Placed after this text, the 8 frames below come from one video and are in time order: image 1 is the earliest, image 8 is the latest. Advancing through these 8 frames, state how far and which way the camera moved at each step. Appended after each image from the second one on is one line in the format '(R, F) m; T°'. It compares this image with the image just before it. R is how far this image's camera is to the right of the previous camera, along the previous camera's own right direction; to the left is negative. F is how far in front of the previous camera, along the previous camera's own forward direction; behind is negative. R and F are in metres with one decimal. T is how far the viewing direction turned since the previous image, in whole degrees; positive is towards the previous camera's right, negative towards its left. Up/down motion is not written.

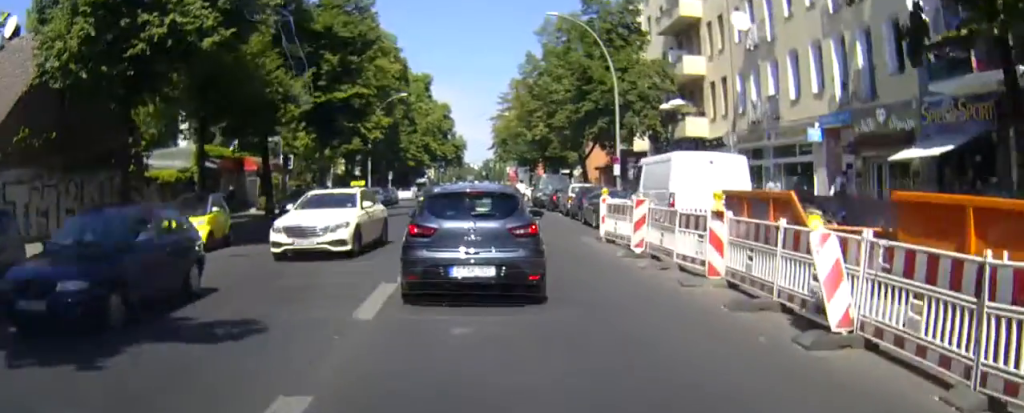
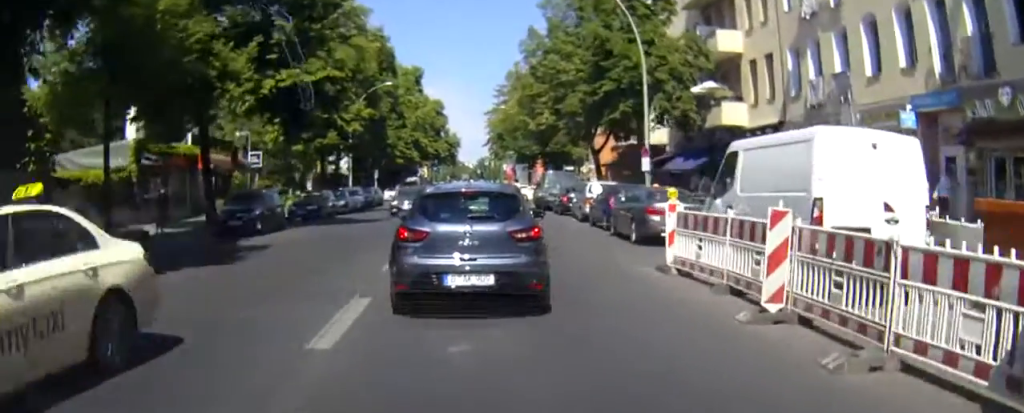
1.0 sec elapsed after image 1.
(+0.1, +7.8) m; 0°
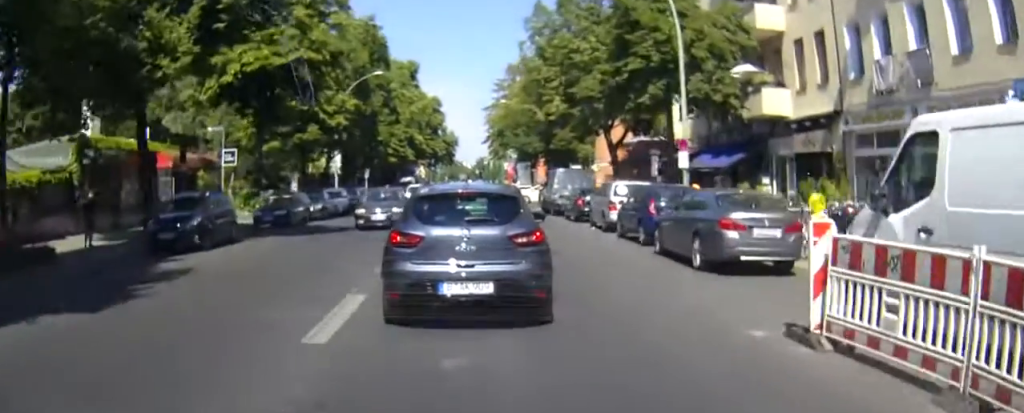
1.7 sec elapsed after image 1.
(0.0, +5.7) m; 0°
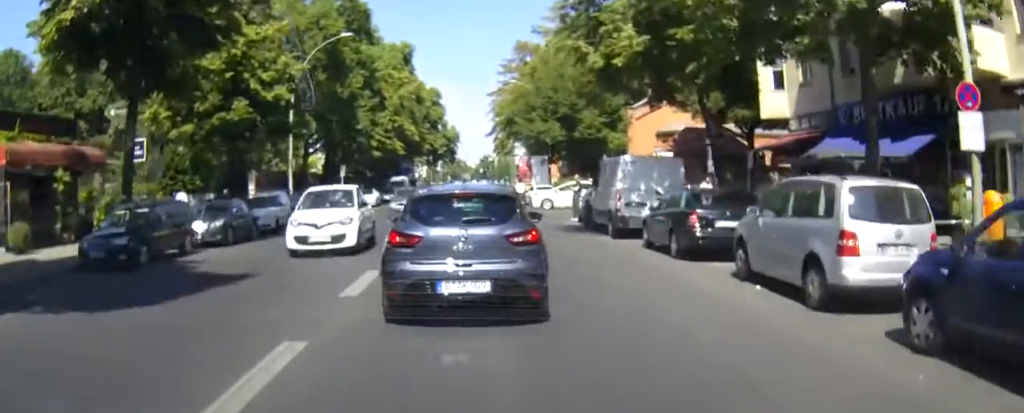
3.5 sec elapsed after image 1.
(-0.1, +15.1) m; +1°
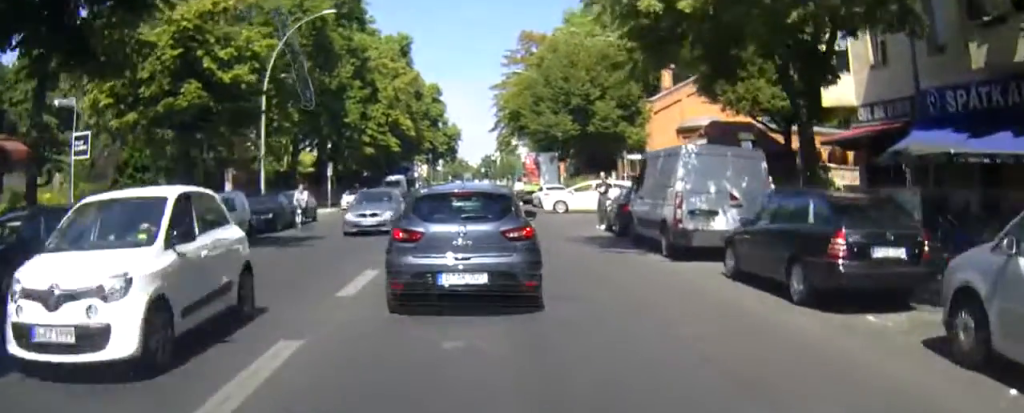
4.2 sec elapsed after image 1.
(0.0, +6.4) m; +1°
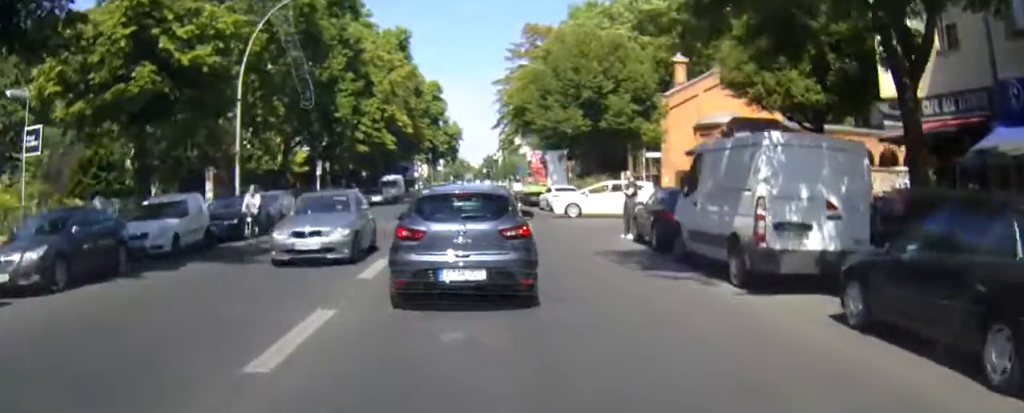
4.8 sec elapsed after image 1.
(0.0, +4.3) m; +1°
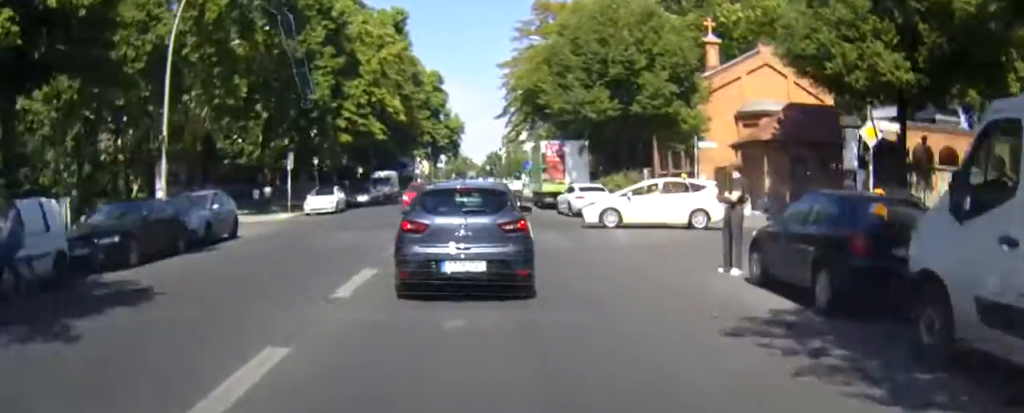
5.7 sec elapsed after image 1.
(+0.2, +8.5) m; -1°
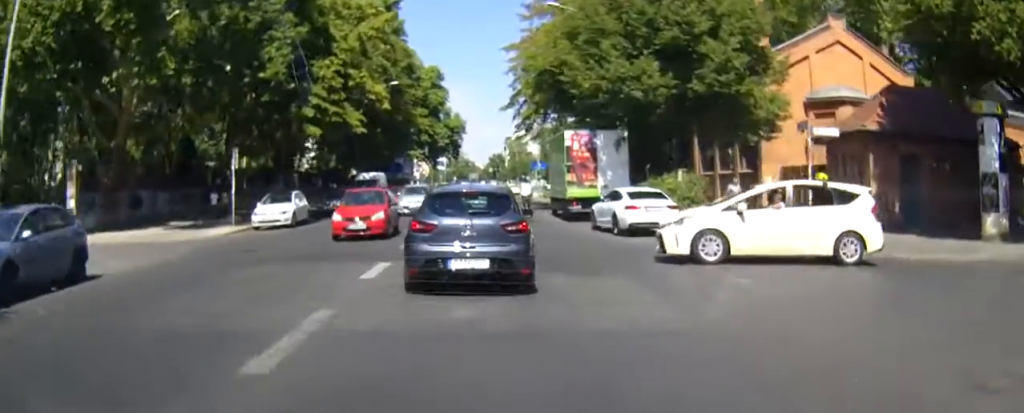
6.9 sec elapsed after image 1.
(-0.4, +10.2) m; -1°
